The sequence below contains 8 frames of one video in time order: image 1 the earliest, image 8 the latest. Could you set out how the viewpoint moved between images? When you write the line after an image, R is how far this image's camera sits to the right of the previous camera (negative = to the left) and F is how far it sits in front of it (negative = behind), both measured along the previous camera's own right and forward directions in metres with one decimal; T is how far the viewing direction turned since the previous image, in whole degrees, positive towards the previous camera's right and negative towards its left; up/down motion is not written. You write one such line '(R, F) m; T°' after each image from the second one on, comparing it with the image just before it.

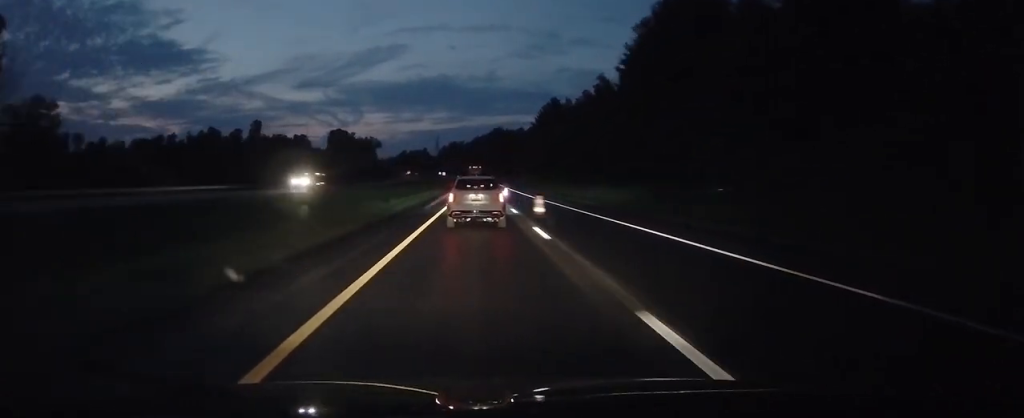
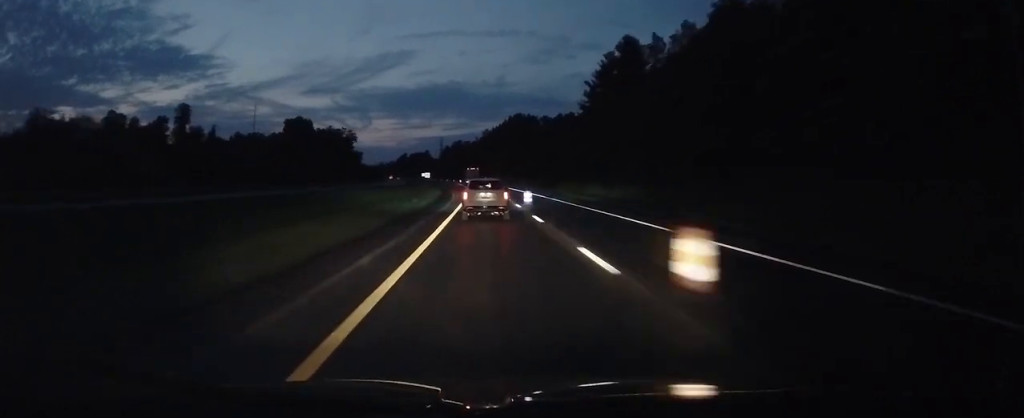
(+0.1, +95.0) m; -1°
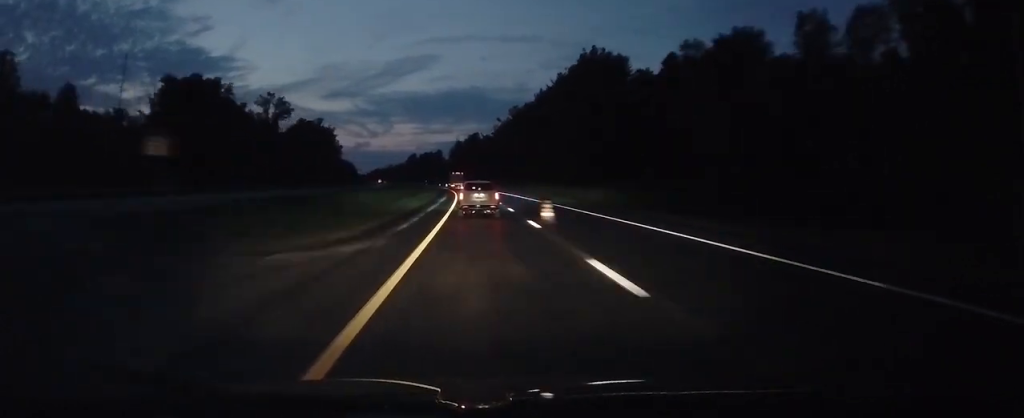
(-3.1, +113.8) m; -3°
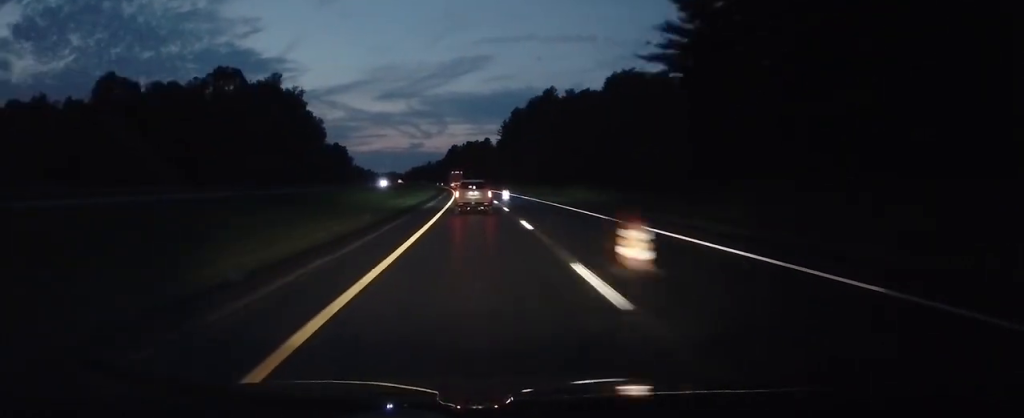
(-4.9, +157.4) m; -5°
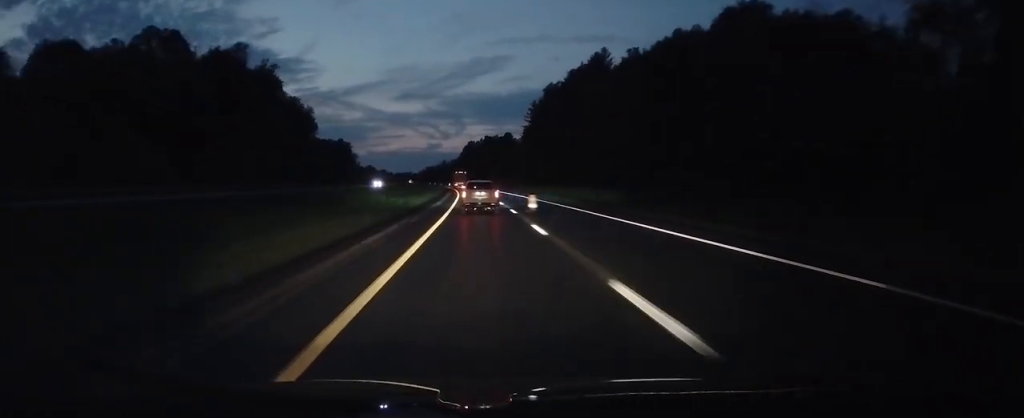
(-2.2, +49.4) m; -2°
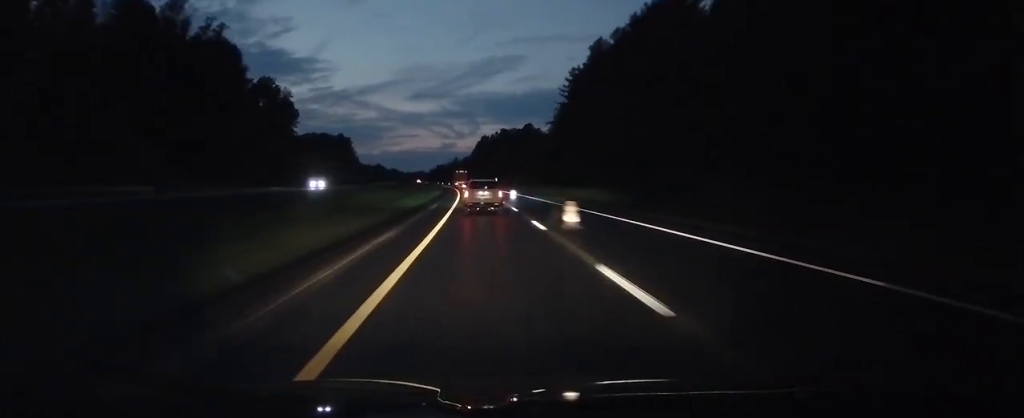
(-1.0, +45.8) m; -2°
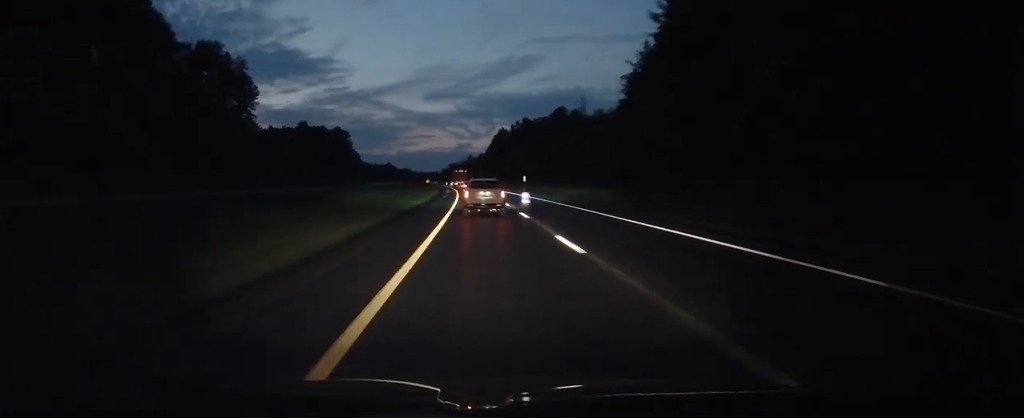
(-0.9, +53.1) m; -2°
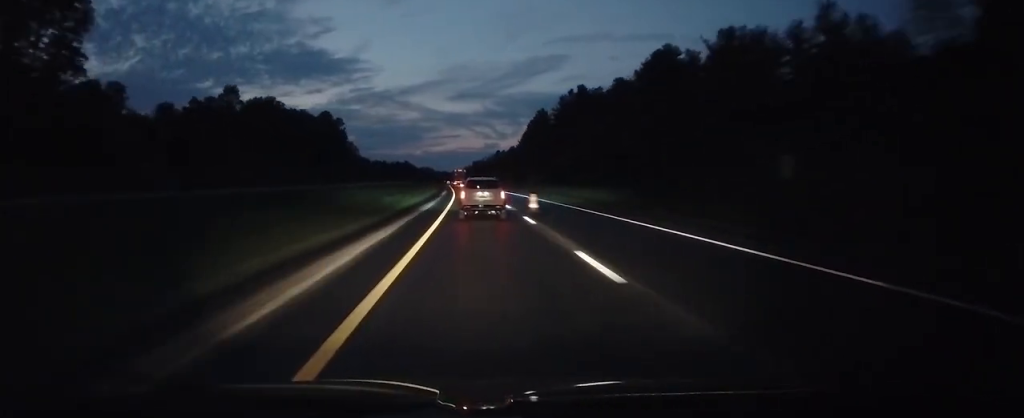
(-0.9, +86.9) m; -2°
